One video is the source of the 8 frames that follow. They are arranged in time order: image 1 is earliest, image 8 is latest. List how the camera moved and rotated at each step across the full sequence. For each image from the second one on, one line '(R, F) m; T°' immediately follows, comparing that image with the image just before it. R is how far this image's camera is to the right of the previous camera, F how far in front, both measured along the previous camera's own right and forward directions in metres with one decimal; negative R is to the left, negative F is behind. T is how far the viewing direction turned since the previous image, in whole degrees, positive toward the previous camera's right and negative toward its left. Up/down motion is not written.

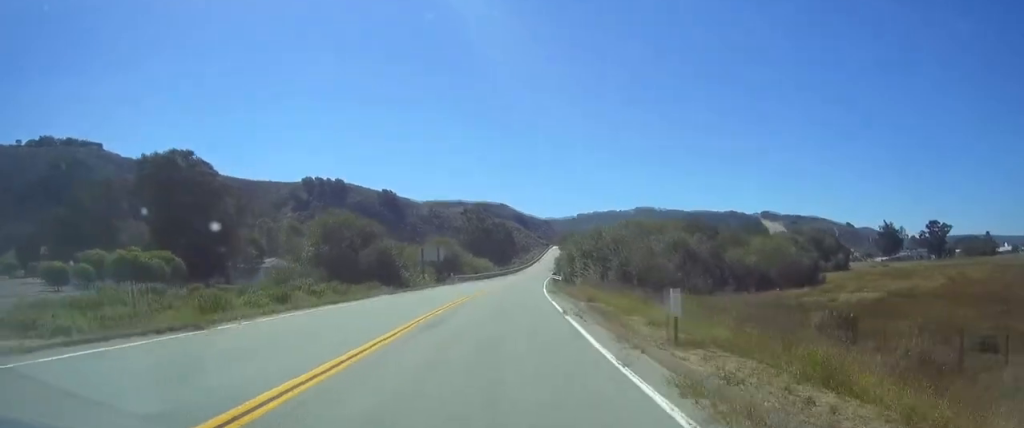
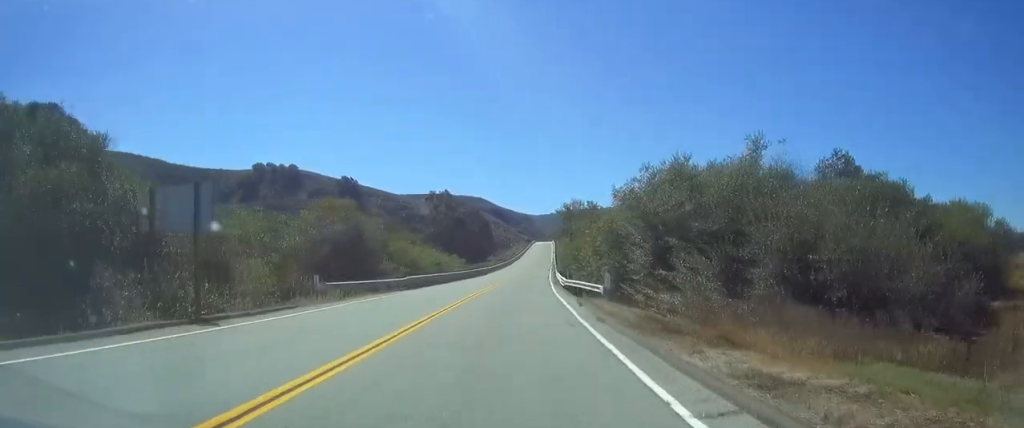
(+0.6, +48.0) m; +2°
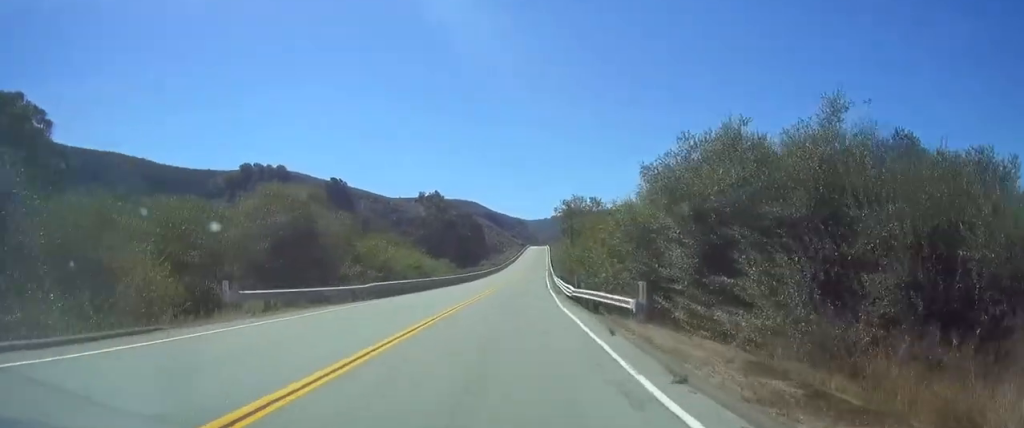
(-0.1, +9.3) m; +1°
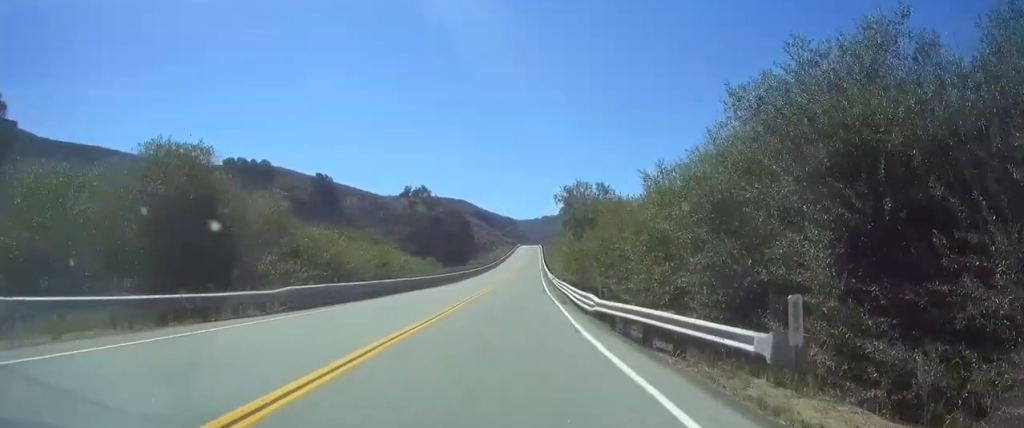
(+0.2, +11.6) m; +1°
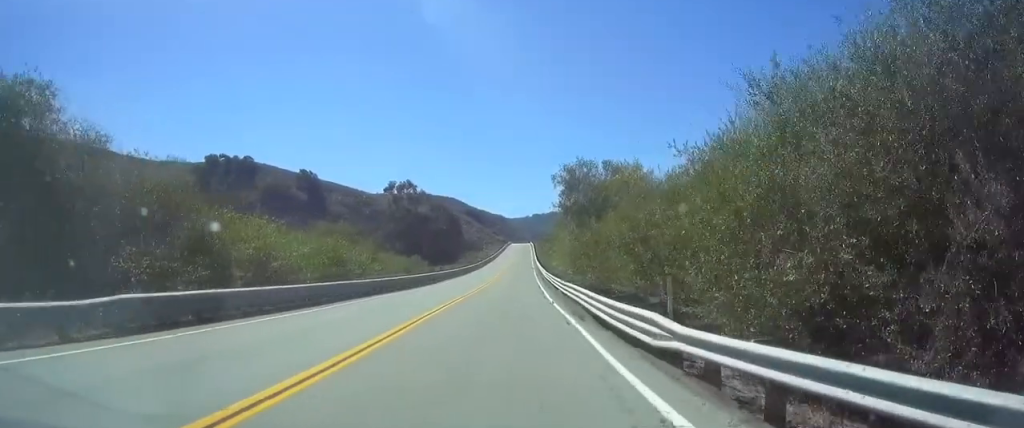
(+0.1, +10.1) m; +1°
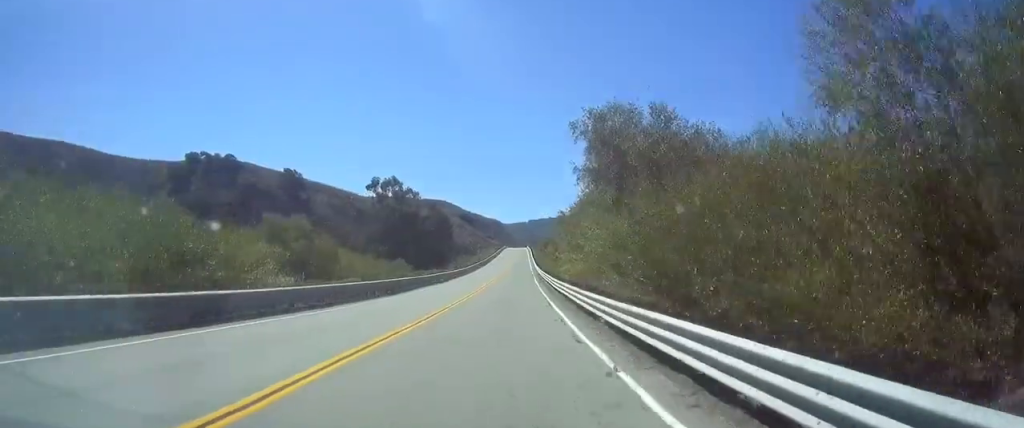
(0.0, +17.5) m; 0°
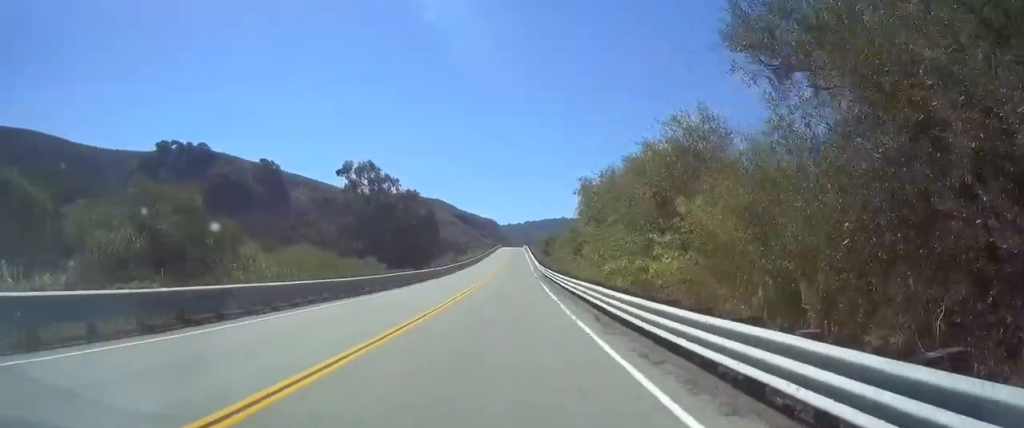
(0.0, +26.1) m; 0°
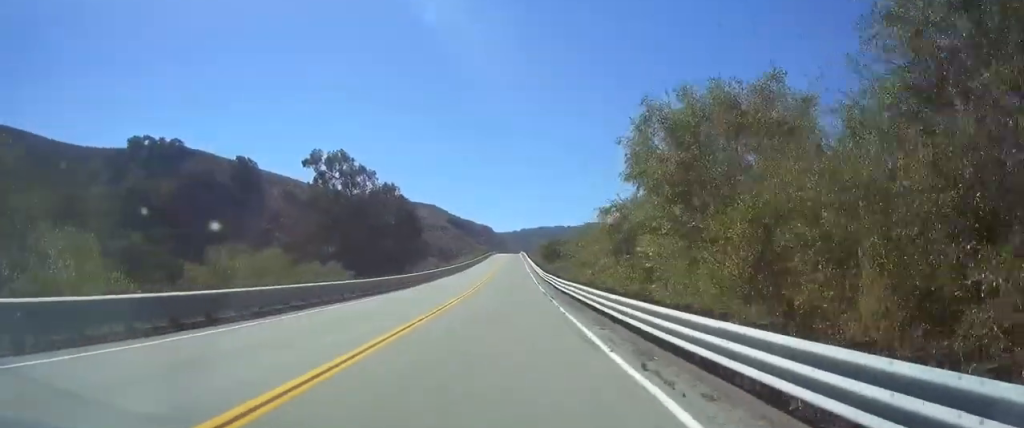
(+0.1, +21.6) m; 0°
